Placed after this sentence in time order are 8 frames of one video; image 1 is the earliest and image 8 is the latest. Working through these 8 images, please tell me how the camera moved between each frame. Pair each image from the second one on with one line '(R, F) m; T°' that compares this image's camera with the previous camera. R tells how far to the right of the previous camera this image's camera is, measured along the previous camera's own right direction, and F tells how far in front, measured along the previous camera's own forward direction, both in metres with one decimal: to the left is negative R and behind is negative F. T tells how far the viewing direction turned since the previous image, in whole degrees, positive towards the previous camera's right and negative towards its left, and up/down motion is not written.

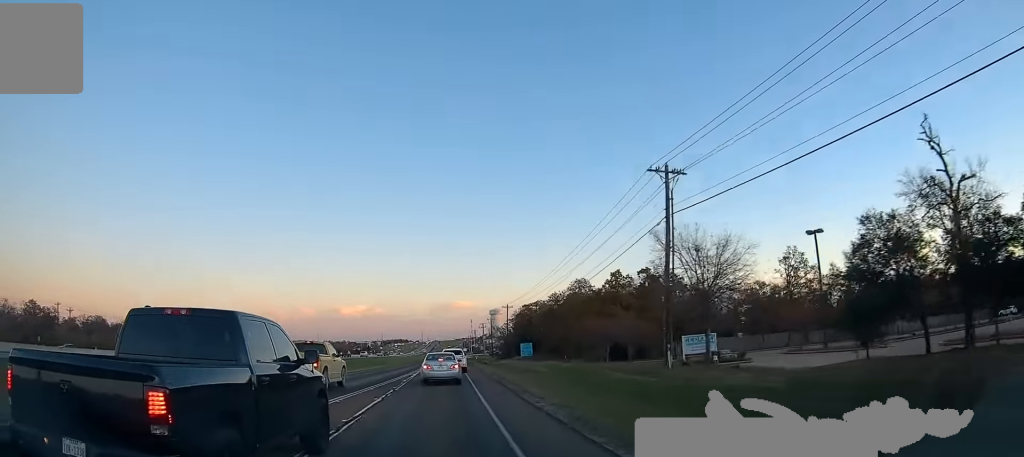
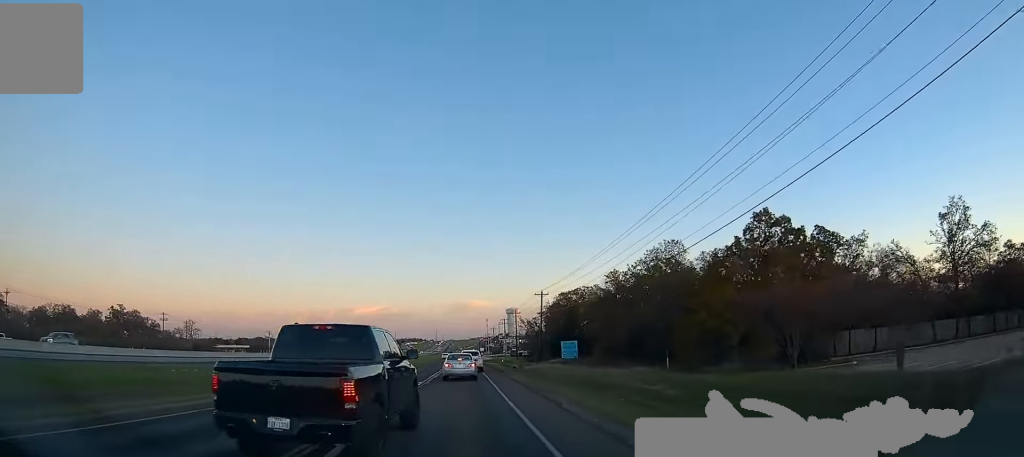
(-1.0, +26.4) m; -2°
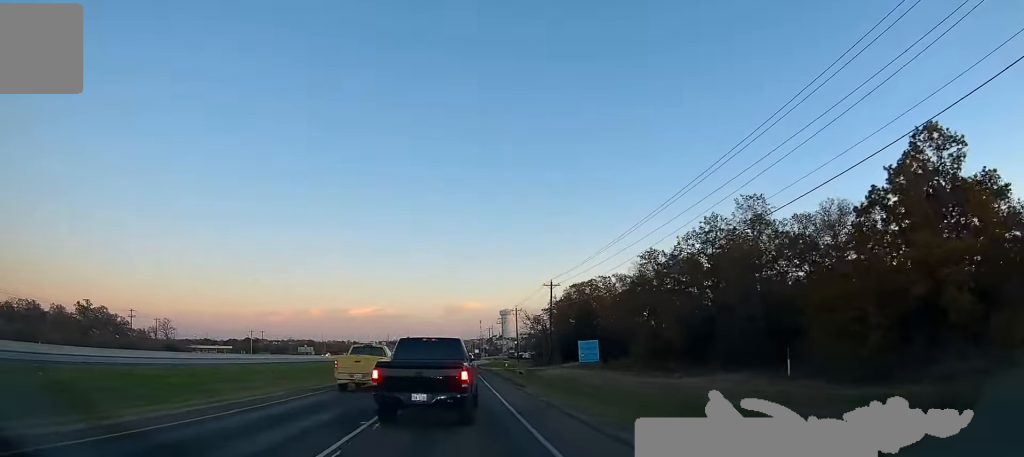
(+0.3, +15.1) m; +1°
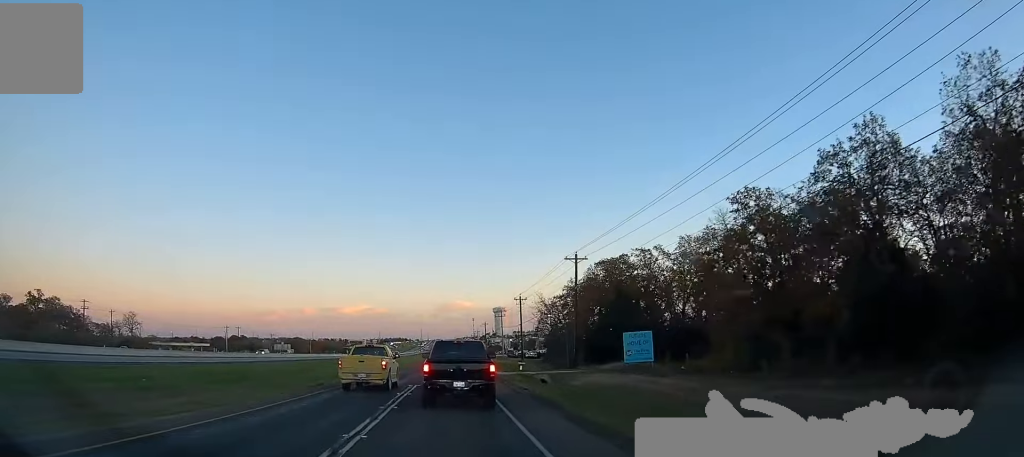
(+0.1, +19.4) m; +1°
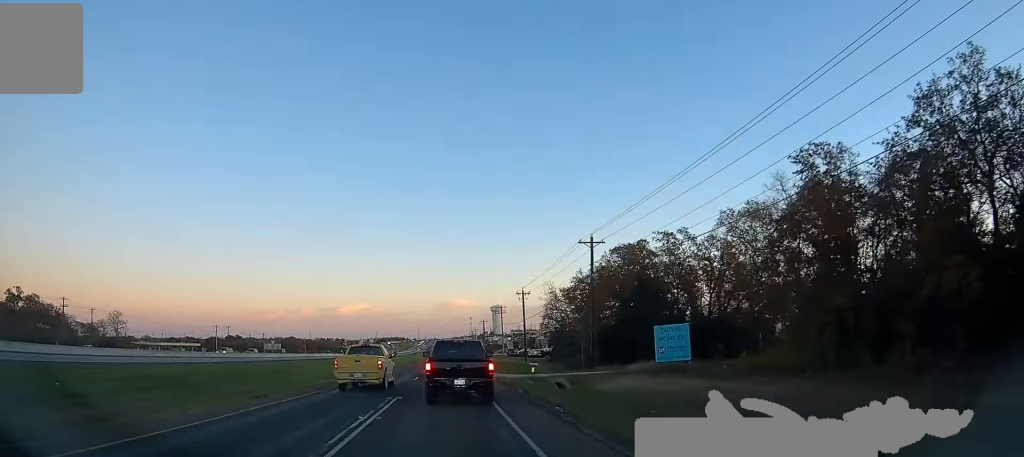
(0.0, +7.6) m; 0°
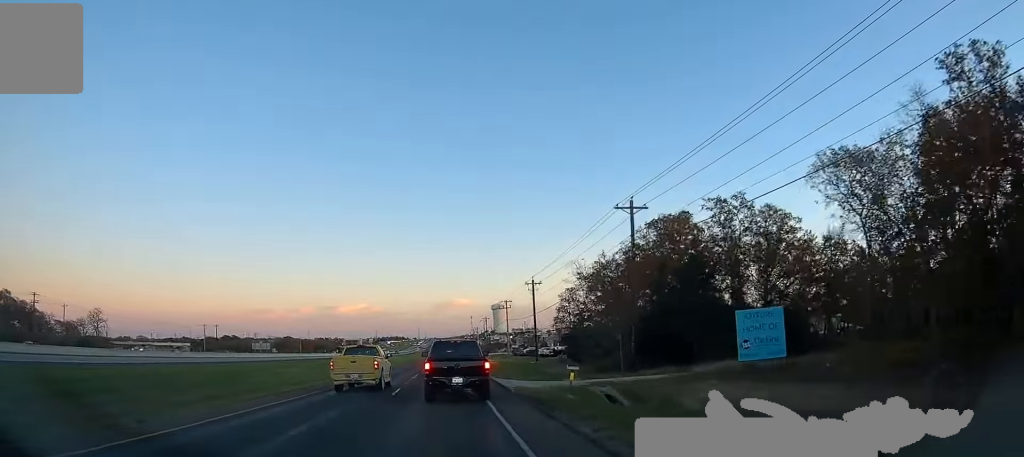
(+0.1, +11.3) m; 0°
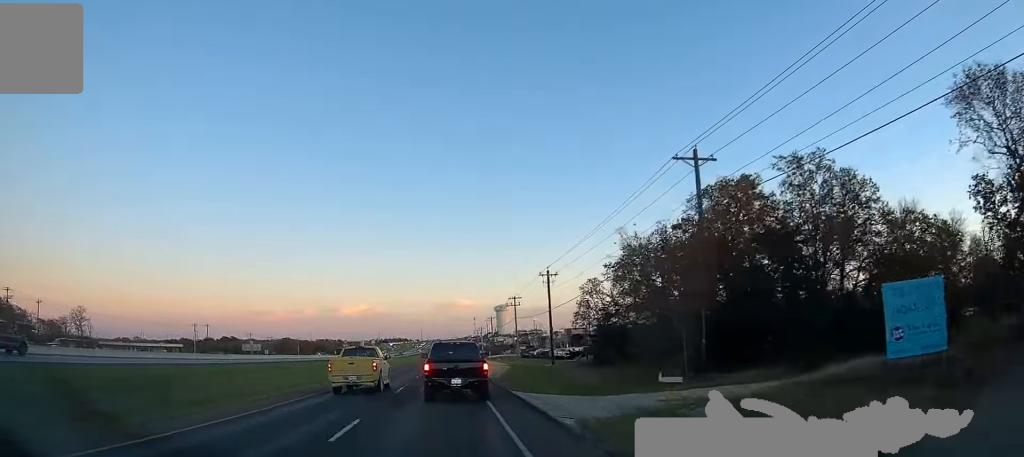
(-0.1, +10.3) m; 0°
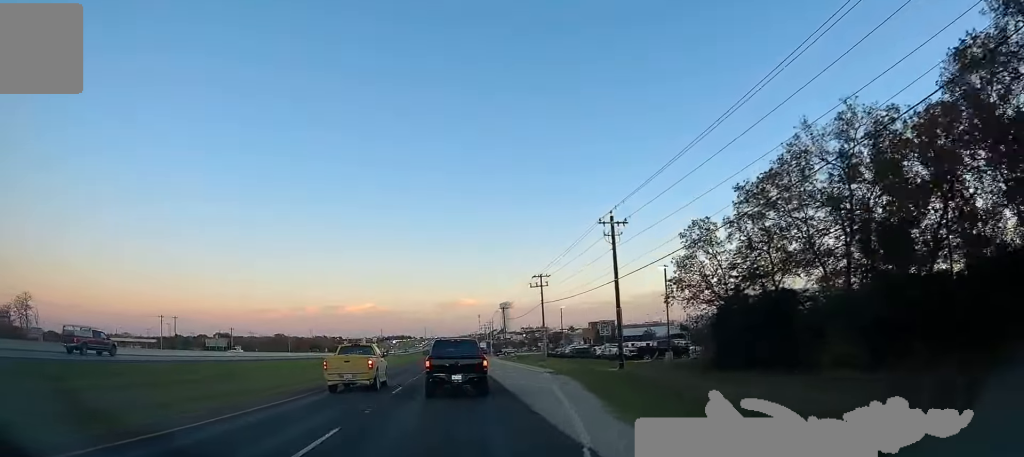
(+0.2, +26.7) m; 0°
